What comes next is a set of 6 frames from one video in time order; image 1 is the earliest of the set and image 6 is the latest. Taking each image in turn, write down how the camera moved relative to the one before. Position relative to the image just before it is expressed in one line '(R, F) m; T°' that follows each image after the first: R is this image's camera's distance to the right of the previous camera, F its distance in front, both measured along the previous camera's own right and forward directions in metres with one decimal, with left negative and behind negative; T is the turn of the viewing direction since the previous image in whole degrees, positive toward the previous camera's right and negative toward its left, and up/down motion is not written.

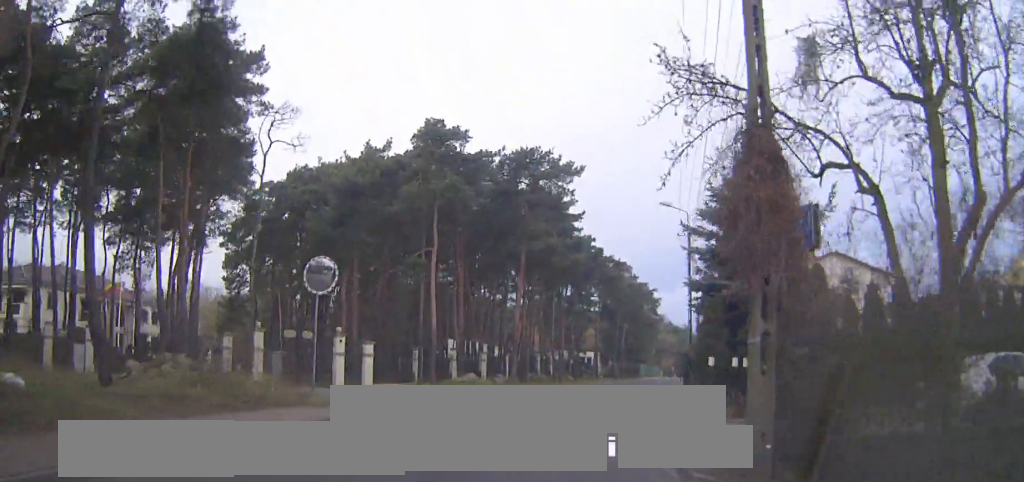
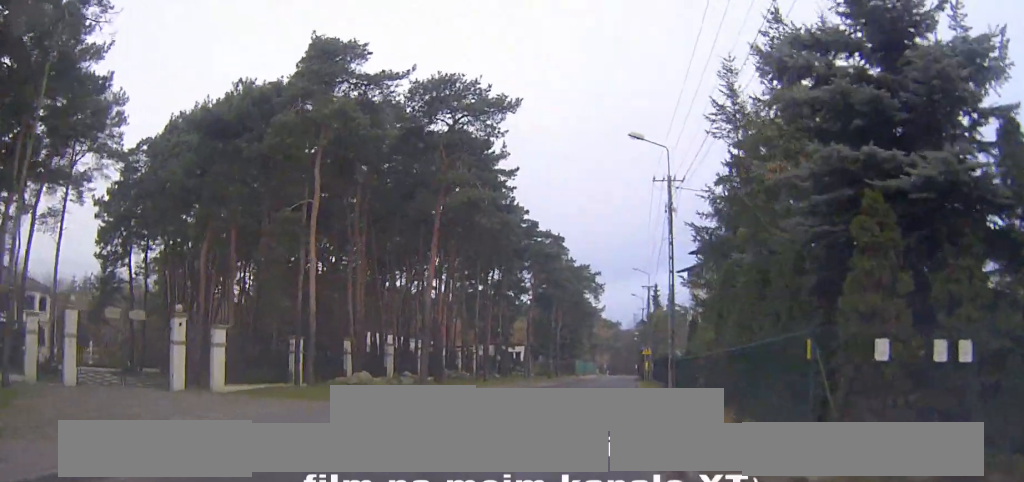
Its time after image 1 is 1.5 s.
(+0.4, +11.9) m; +4°
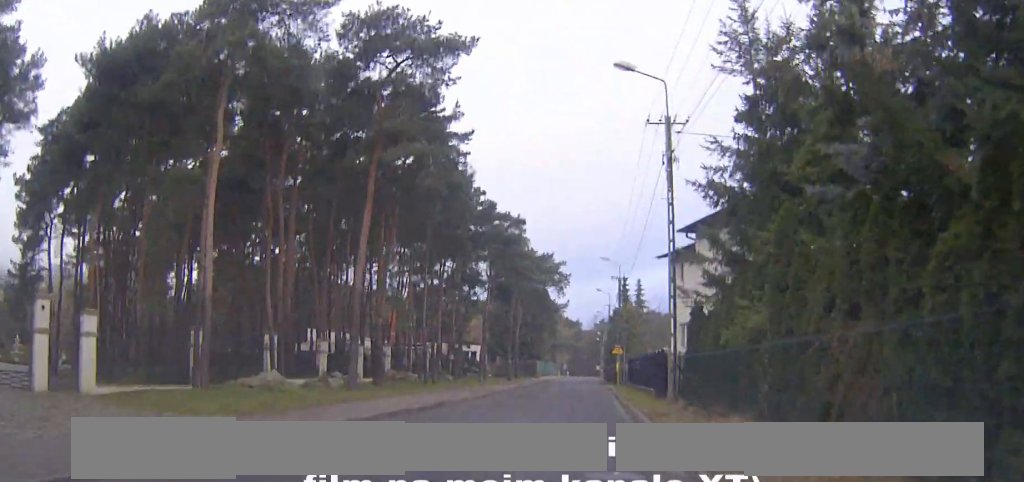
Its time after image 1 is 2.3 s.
(+0.2, +7.0) m; +3°
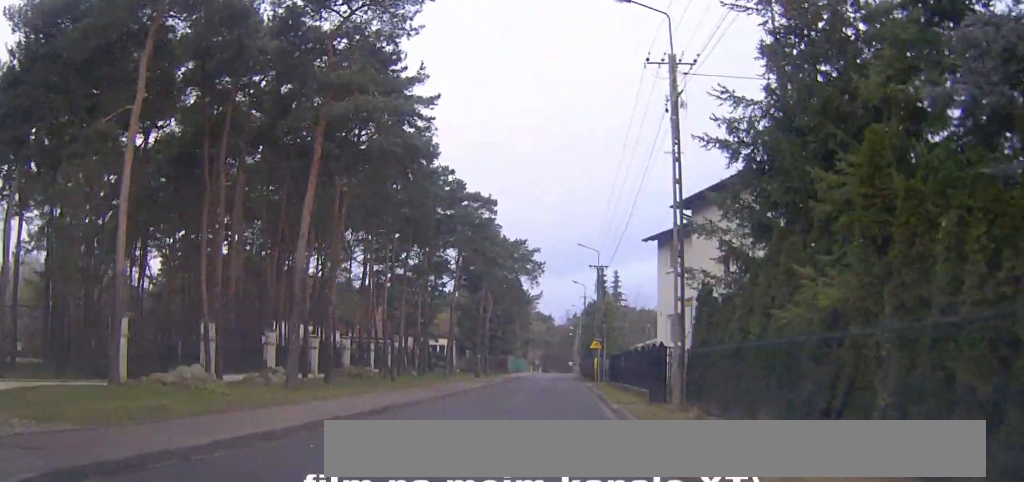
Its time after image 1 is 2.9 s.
(0.0, +4.3) m; +2°
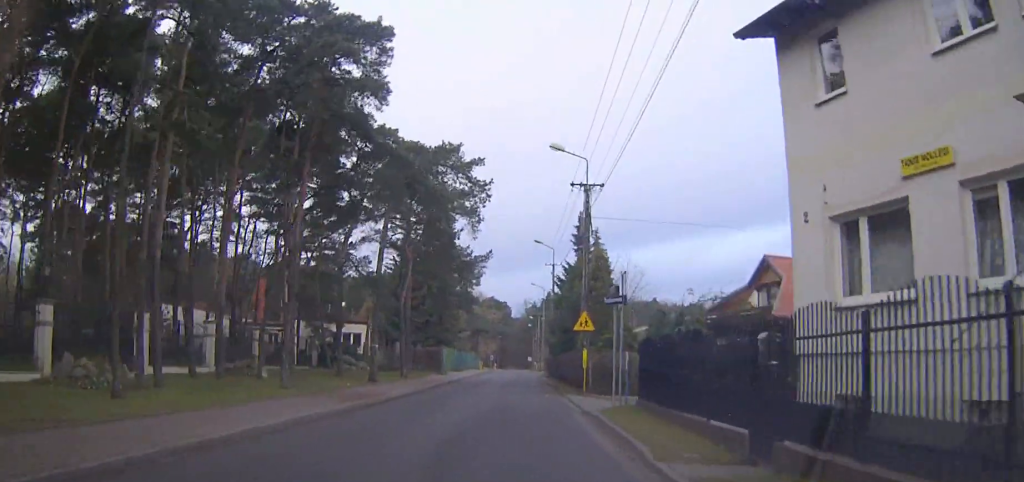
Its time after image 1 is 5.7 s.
(+1.7, +23.4) m; +5°
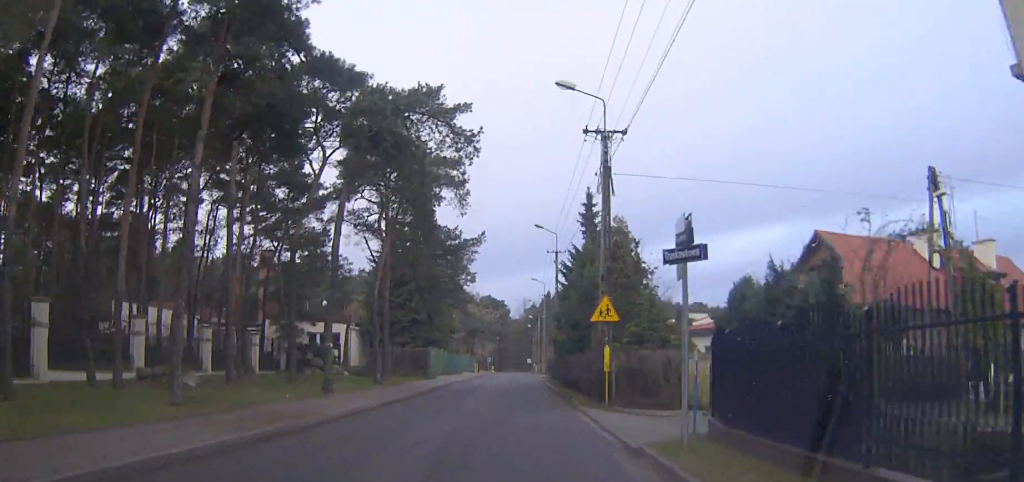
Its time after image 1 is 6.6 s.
(-0.1, +7.2) m; -1°
